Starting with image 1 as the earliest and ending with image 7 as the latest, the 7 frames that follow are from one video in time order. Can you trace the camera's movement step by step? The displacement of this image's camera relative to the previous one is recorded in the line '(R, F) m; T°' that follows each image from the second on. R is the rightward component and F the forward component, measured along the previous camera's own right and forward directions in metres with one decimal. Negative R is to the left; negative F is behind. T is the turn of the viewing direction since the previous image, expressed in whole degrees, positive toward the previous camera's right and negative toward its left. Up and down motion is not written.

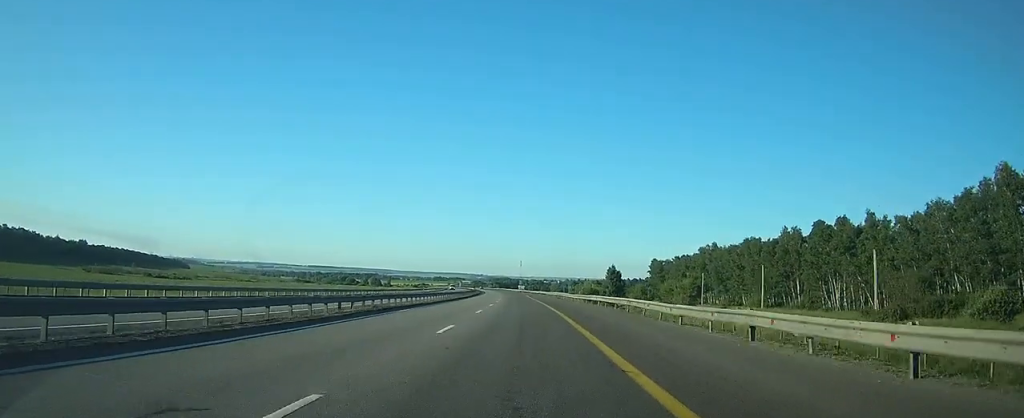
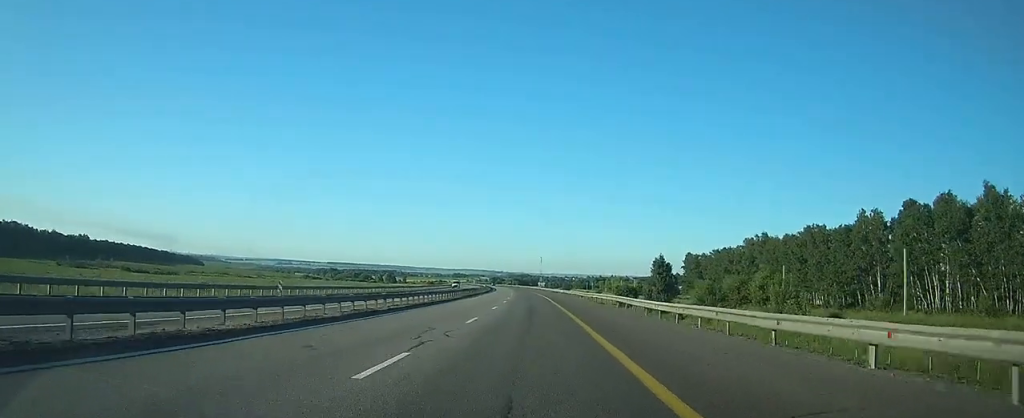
(-0.7, +31.9) m; -2°
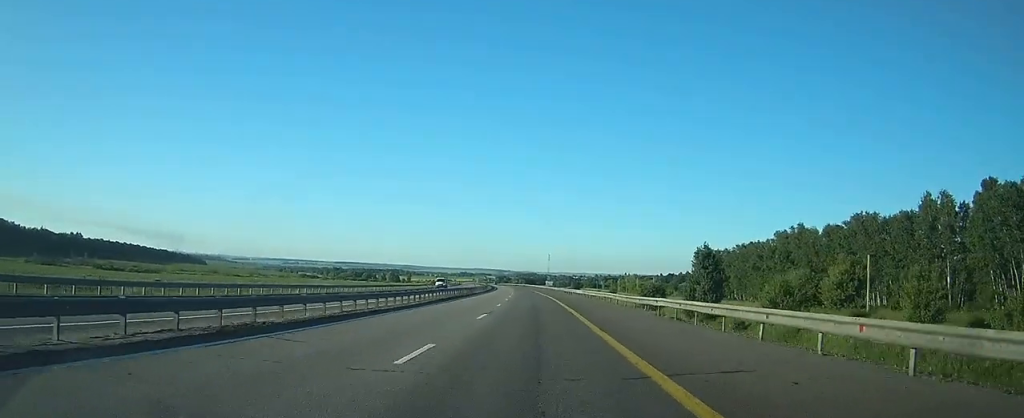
(-0.3, +22.8) m; -1°
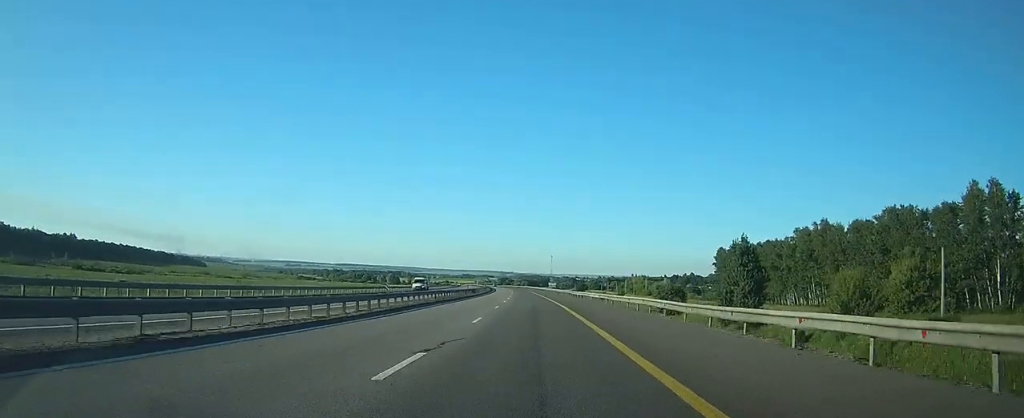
(-0.1, +13.7) m; -1°
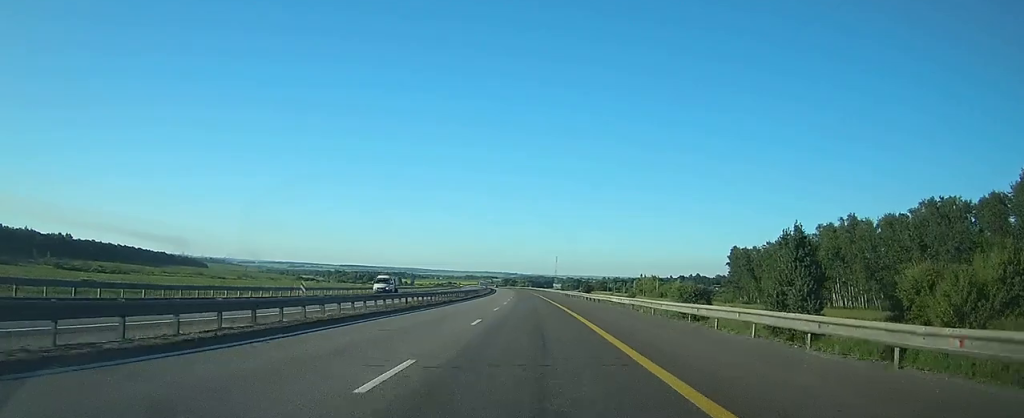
(-0.1, +12.8) m; 0°
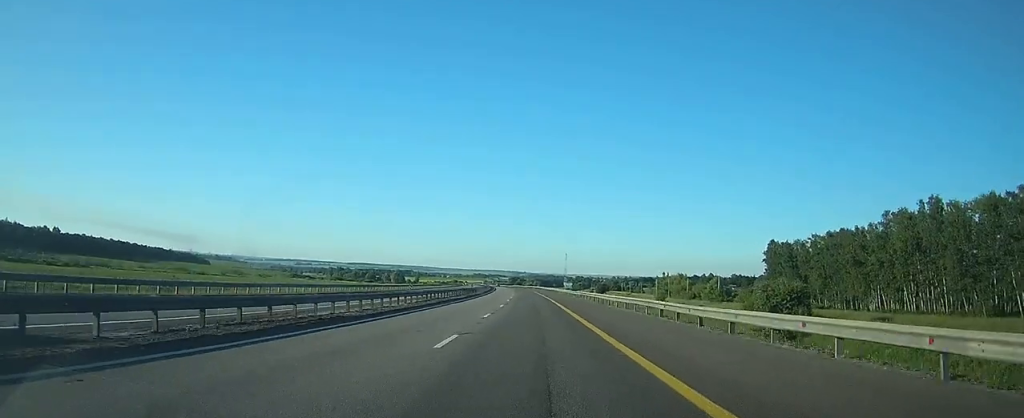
(-0.3, +31.1) m; -1°
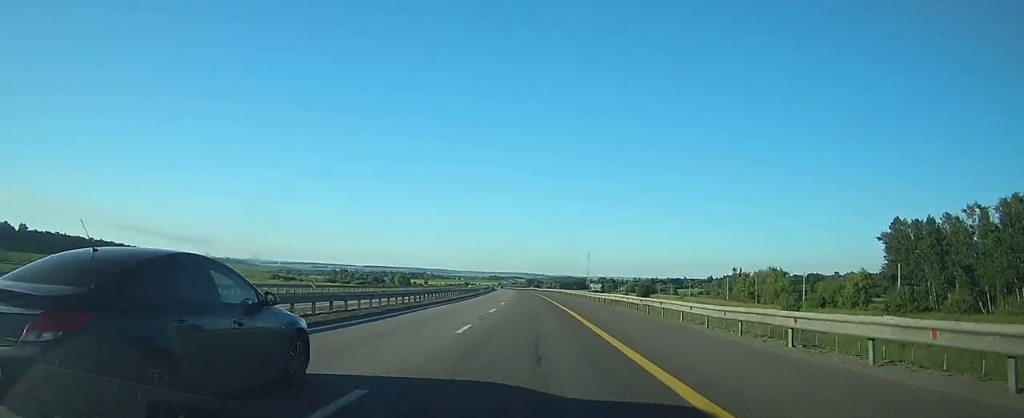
(-0.7, +68.9) m; -1°
